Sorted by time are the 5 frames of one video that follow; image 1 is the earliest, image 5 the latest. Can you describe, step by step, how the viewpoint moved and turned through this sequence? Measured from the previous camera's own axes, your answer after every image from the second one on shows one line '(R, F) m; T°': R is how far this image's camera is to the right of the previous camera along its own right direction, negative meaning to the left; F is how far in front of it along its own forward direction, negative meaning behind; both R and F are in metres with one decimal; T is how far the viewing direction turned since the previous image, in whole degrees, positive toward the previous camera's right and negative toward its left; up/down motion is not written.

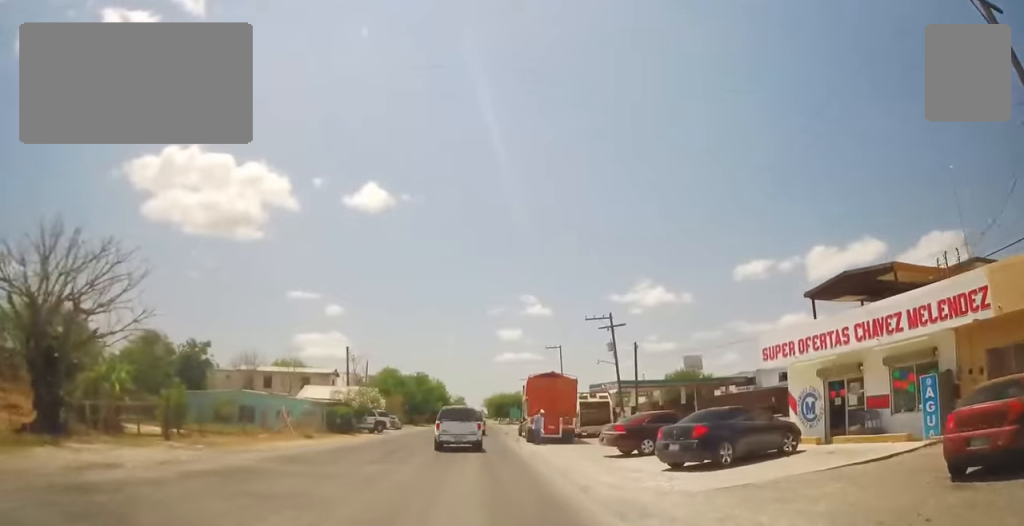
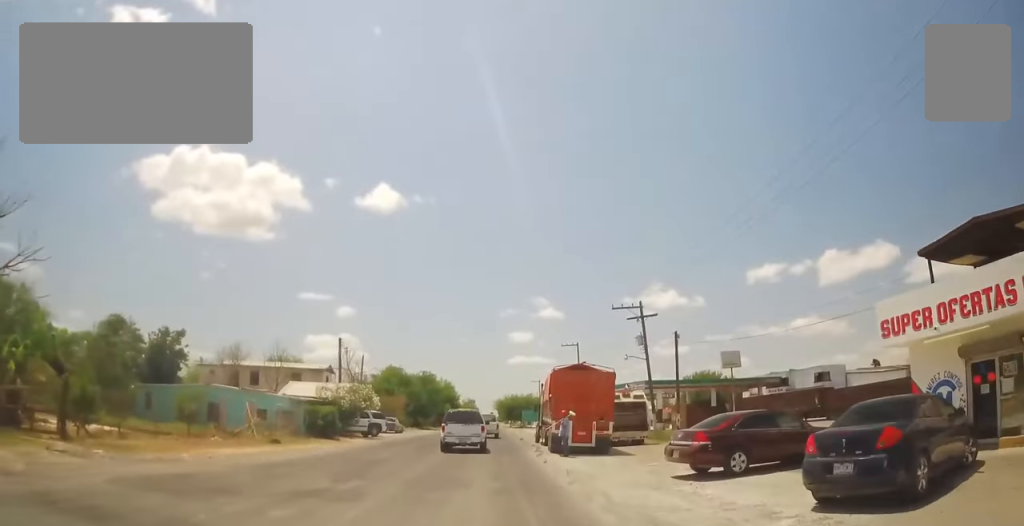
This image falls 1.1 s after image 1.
(-0.1, +6.6) m; -1°
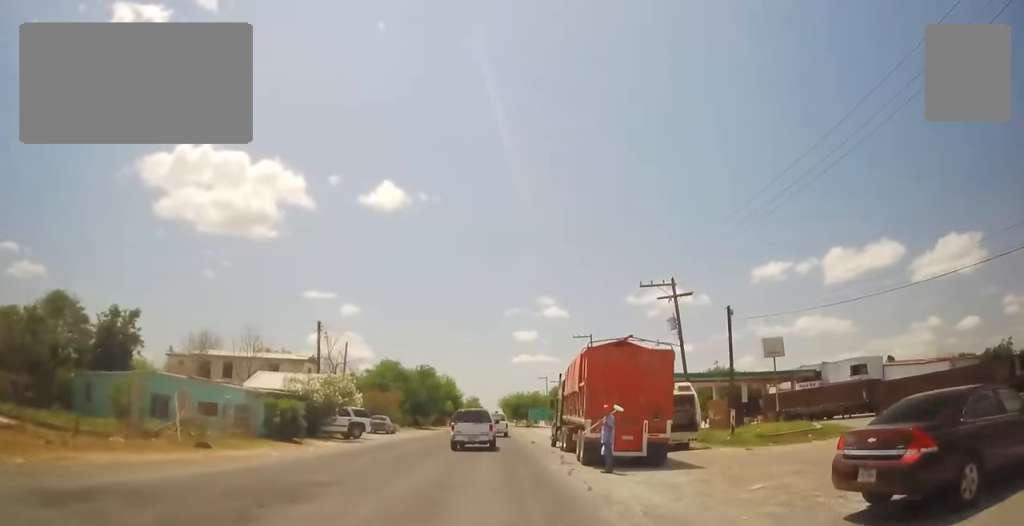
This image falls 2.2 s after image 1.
(-0.1, +6.9) m; -1°
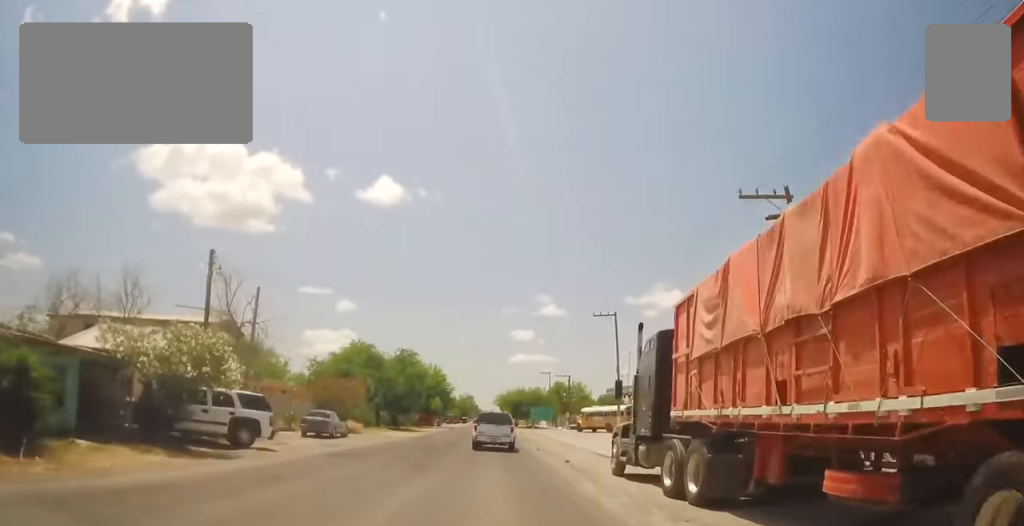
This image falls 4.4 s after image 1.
(+0.2, +15.4) m; +2°
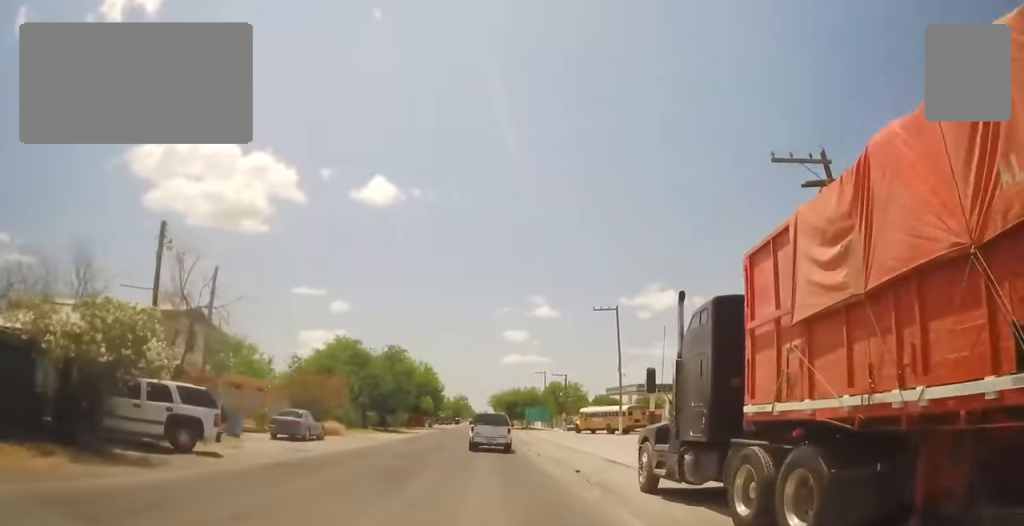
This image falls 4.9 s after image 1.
(0.0, +3.4) m; 0°
